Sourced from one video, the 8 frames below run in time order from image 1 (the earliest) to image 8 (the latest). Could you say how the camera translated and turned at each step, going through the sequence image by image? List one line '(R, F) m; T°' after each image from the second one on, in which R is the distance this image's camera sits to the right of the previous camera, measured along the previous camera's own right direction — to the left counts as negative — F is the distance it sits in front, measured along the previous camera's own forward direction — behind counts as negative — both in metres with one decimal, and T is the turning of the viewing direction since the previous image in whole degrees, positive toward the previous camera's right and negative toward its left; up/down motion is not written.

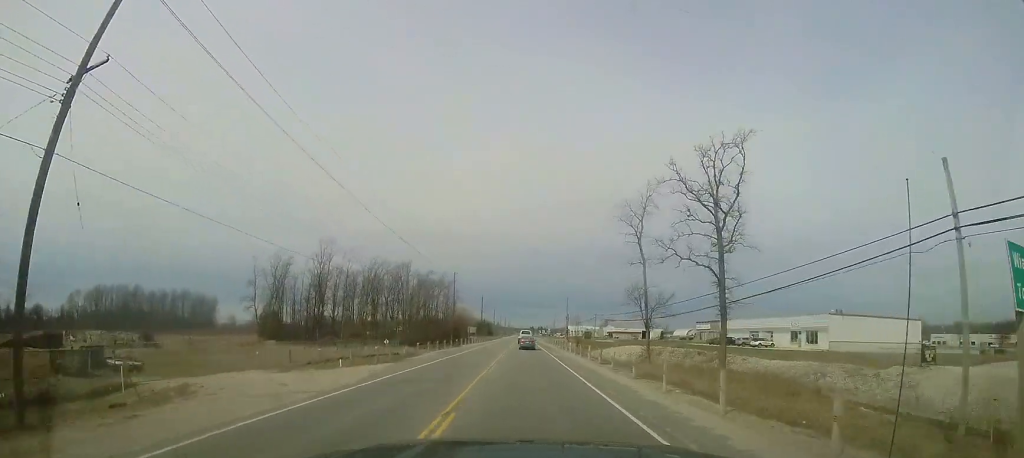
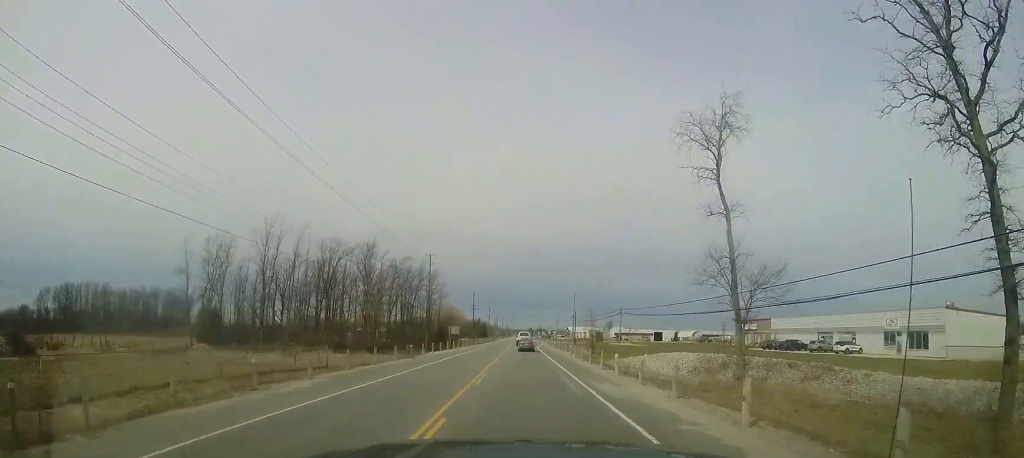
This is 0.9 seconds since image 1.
(0.0, +19.8) m; +1°
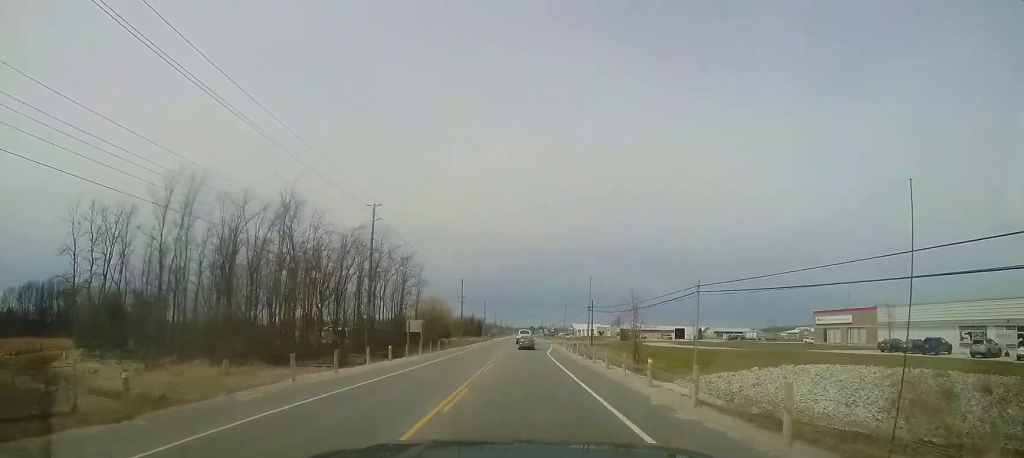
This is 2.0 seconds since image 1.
(+0.4, +23.6) m; 0°
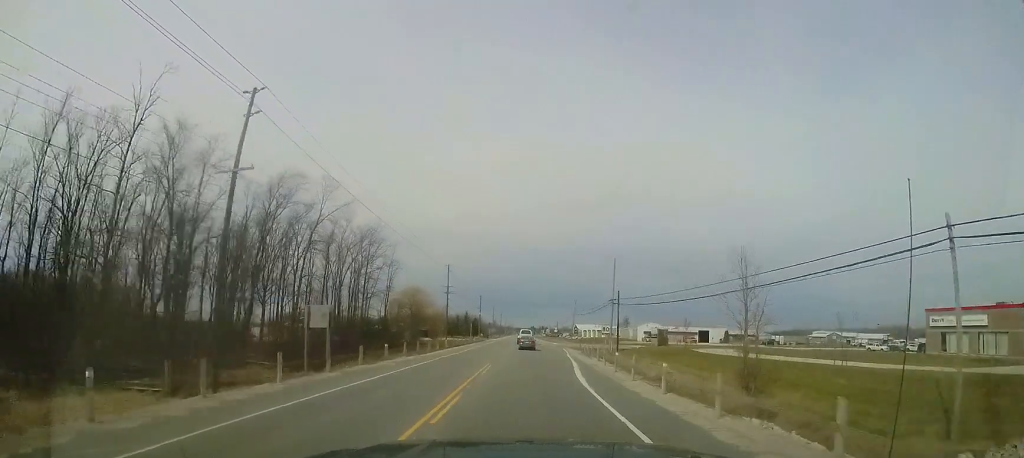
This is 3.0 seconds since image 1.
(-0.3, +19.8) m; -1°
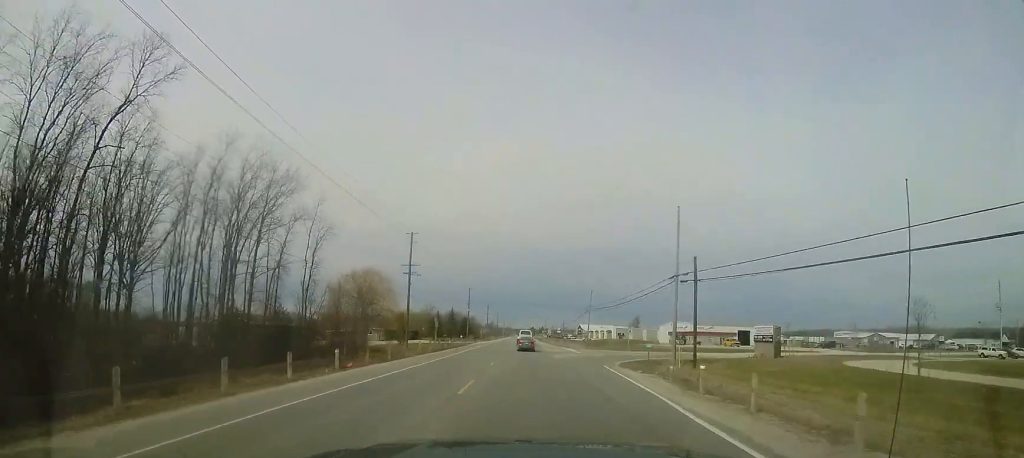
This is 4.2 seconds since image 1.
(-0.1, +25.4) m; 0°
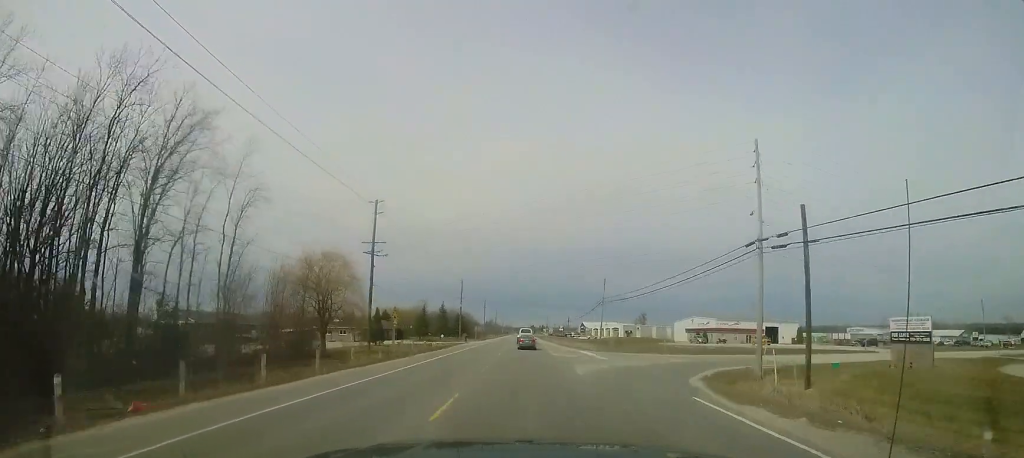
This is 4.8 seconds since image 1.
(0.0, +12.8) m; 0°
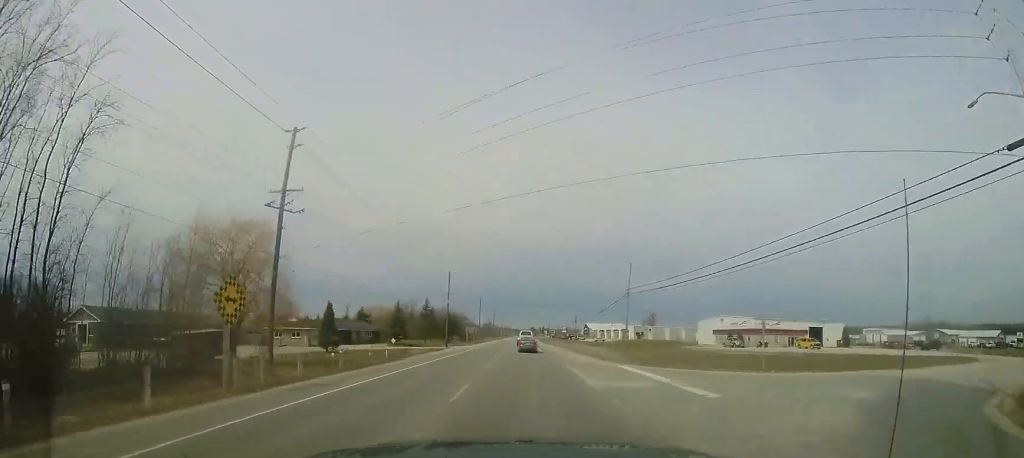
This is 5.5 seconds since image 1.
(0.0, +15.7) m; 0°
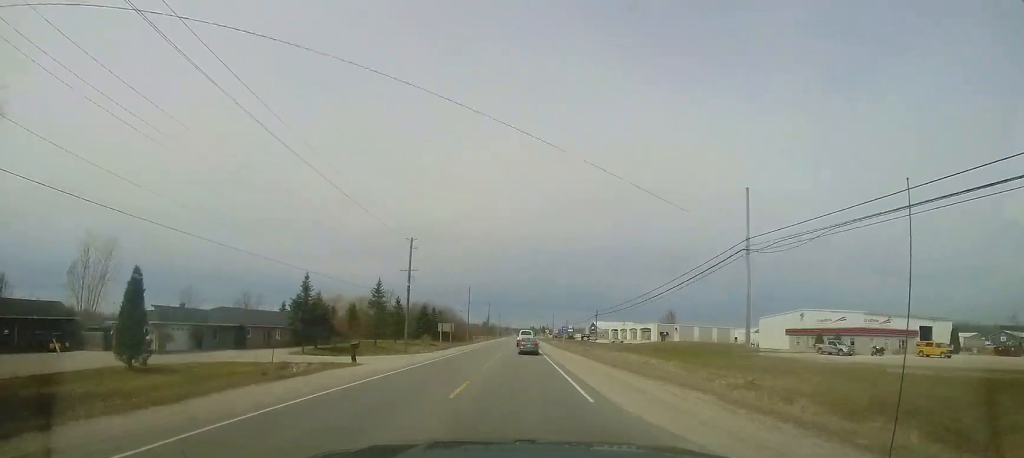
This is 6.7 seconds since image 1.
(0.0, +26.7) m; 0°
